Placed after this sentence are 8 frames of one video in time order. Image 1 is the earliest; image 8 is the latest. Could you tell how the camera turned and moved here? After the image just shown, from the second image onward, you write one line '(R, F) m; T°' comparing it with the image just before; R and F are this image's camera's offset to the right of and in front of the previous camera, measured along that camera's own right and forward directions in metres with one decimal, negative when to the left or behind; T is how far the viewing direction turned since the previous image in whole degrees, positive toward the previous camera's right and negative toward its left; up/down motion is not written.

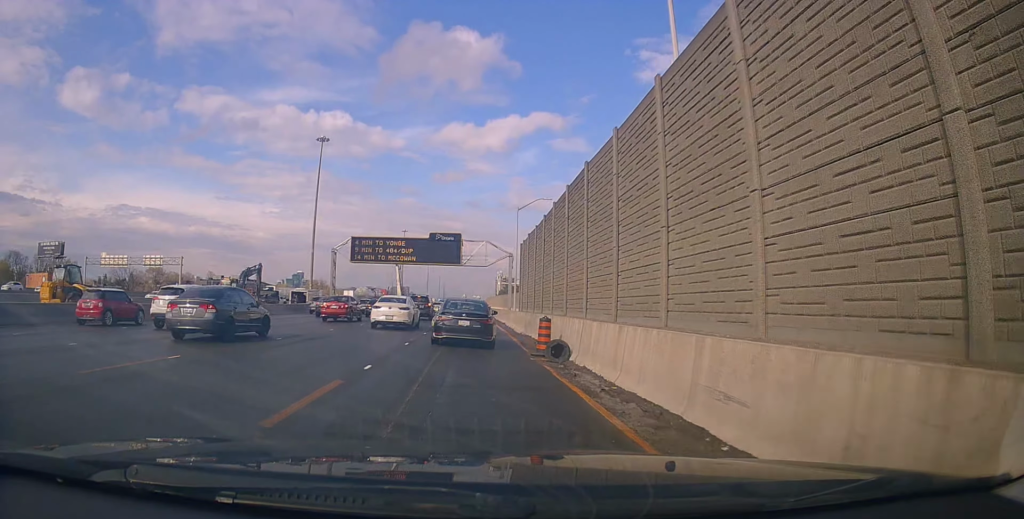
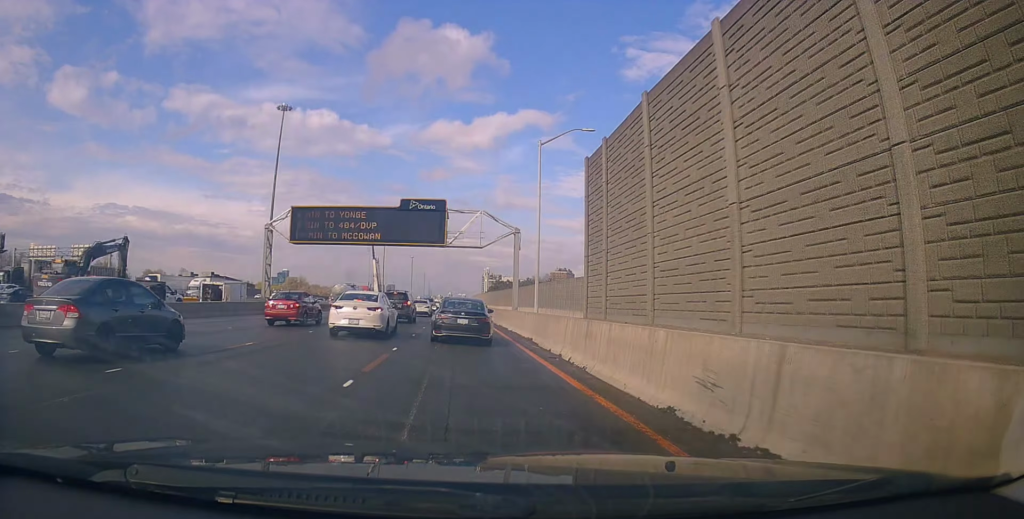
(+0.5, +20.4) m; +3°
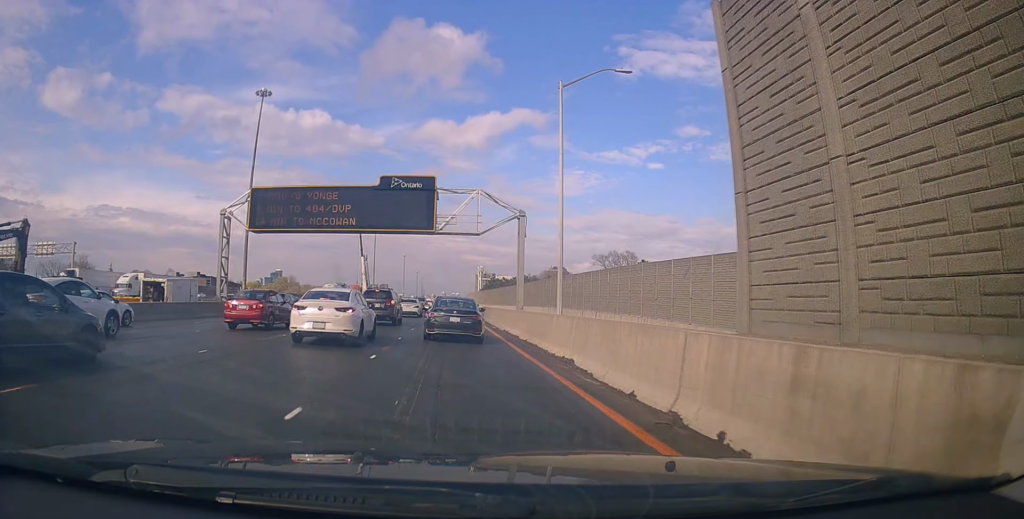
(+0.1, +8.2) m; +1°
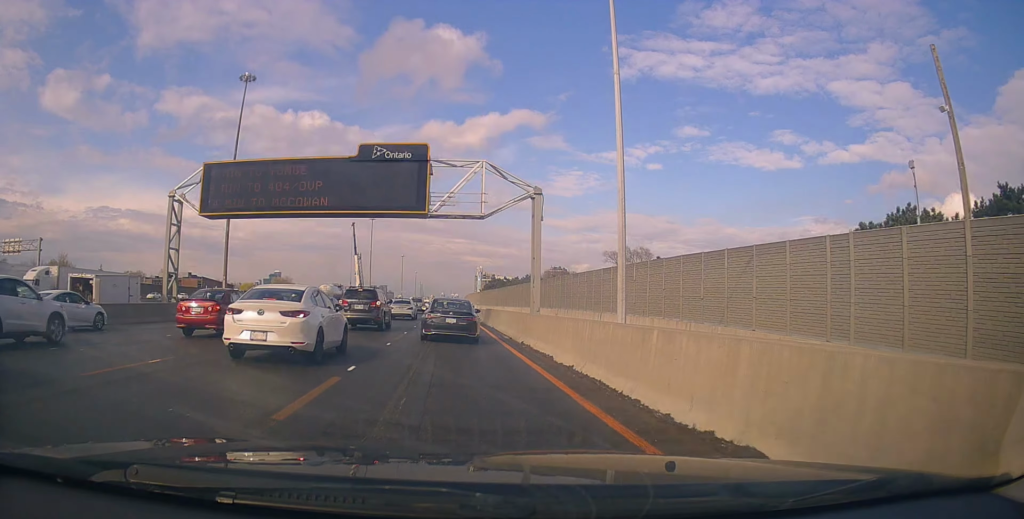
(0.0, +8.3) m; 0°
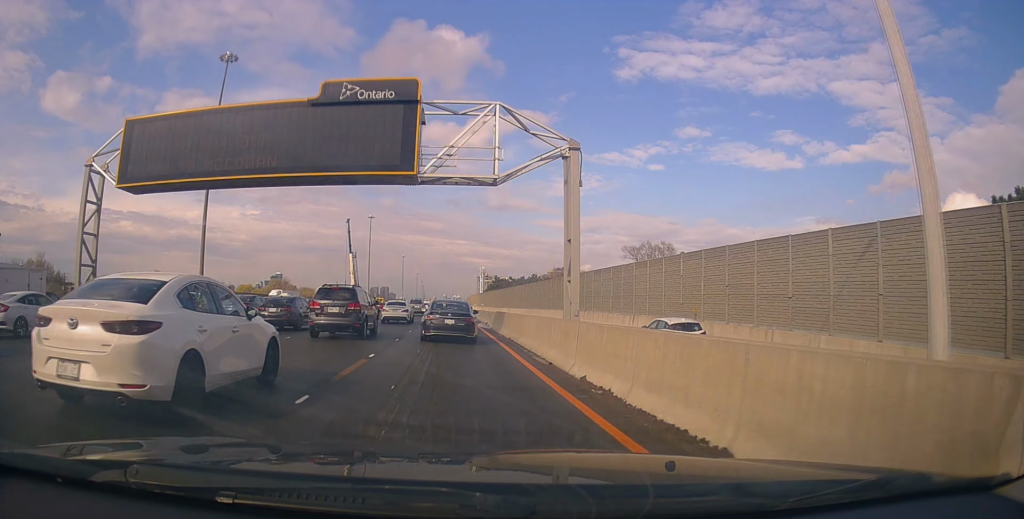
(0.0, +9.3) m; -2°
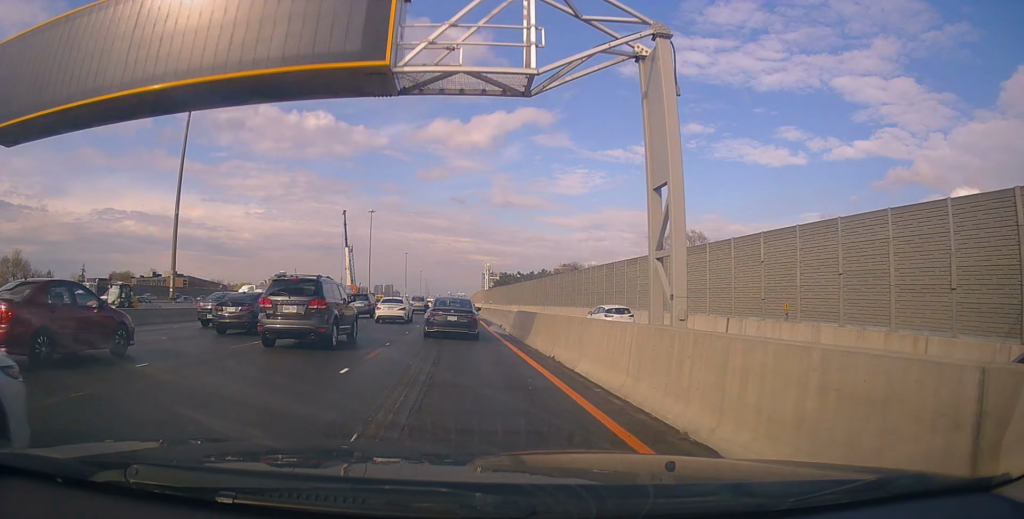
(-0.2, +9.2) m; 0°
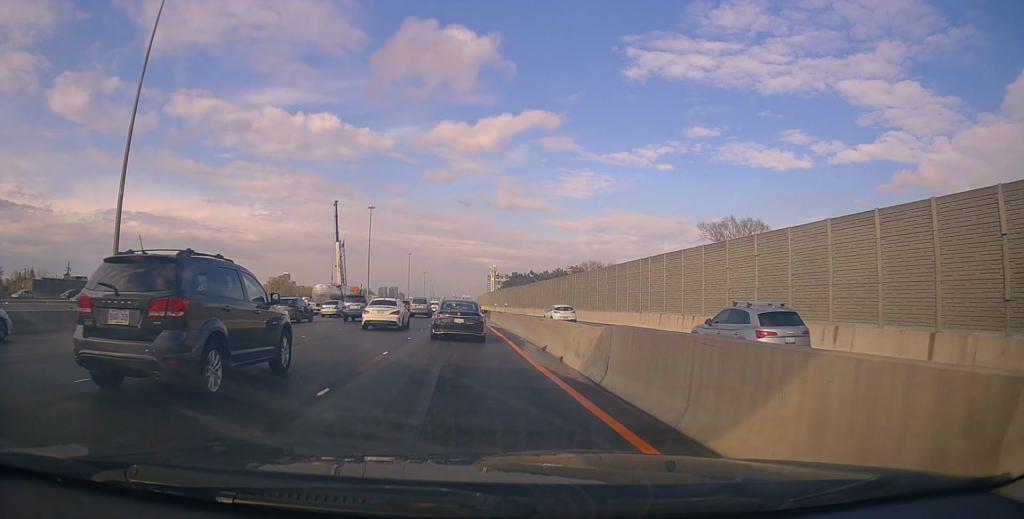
(+0.2, +14.3) m; +1°
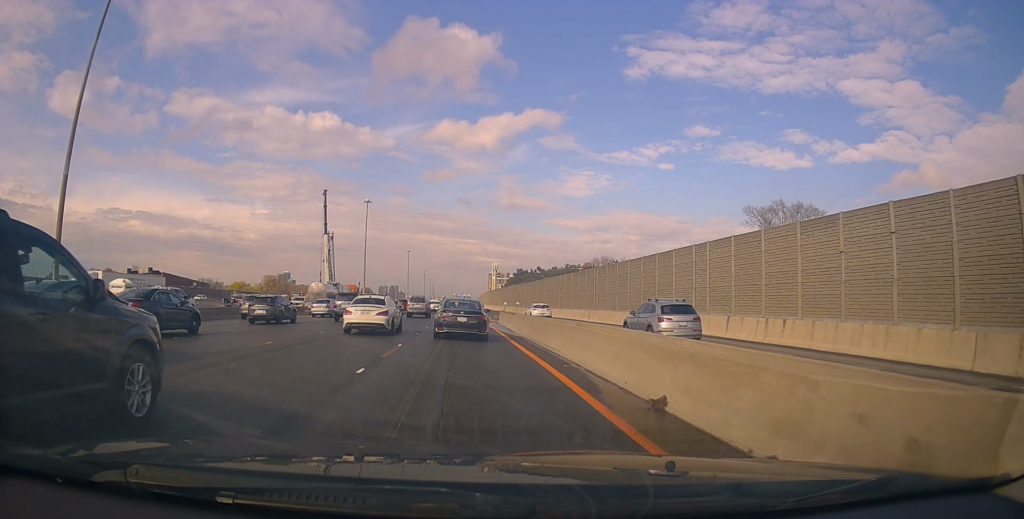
(-0.1, +9.8) m; -1°
